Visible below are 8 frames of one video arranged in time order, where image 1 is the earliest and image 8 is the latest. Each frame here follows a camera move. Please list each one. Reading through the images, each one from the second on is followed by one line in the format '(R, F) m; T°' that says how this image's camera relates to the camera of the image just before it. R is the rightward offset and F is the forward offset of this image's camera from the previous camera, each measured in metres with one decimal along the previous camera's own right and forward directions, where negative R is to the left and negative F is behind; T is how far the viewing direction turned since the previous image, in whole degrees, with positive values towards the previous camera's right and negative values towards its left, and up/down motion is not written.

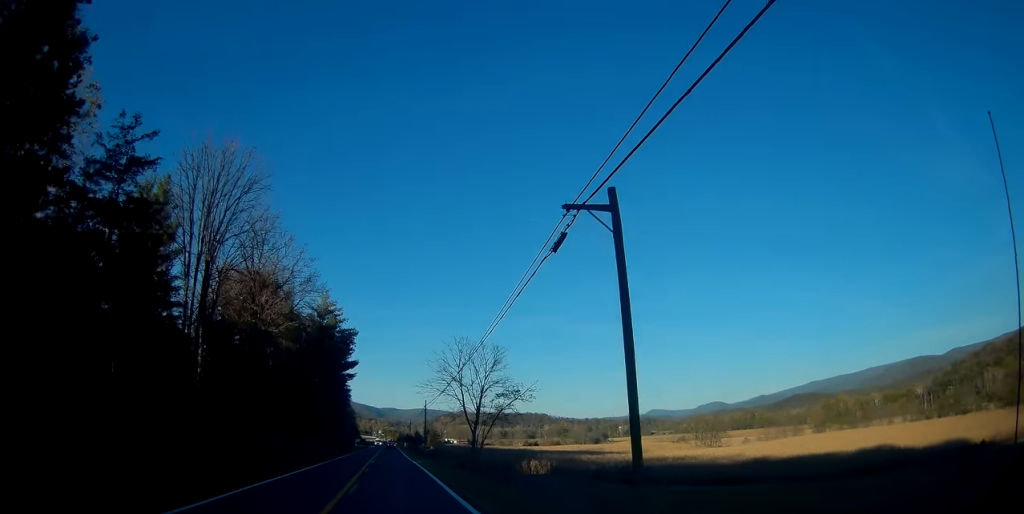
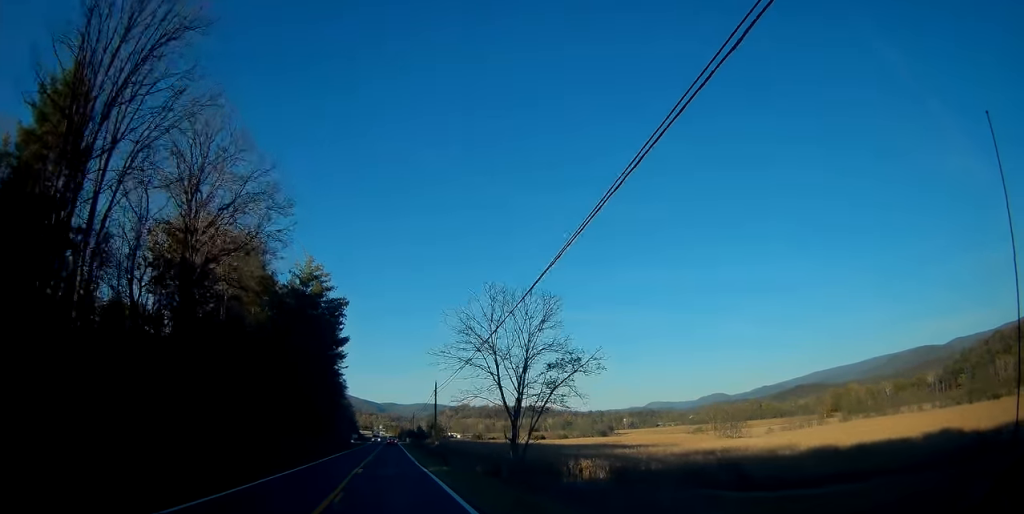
(-0.4, +16.6) m; 0°
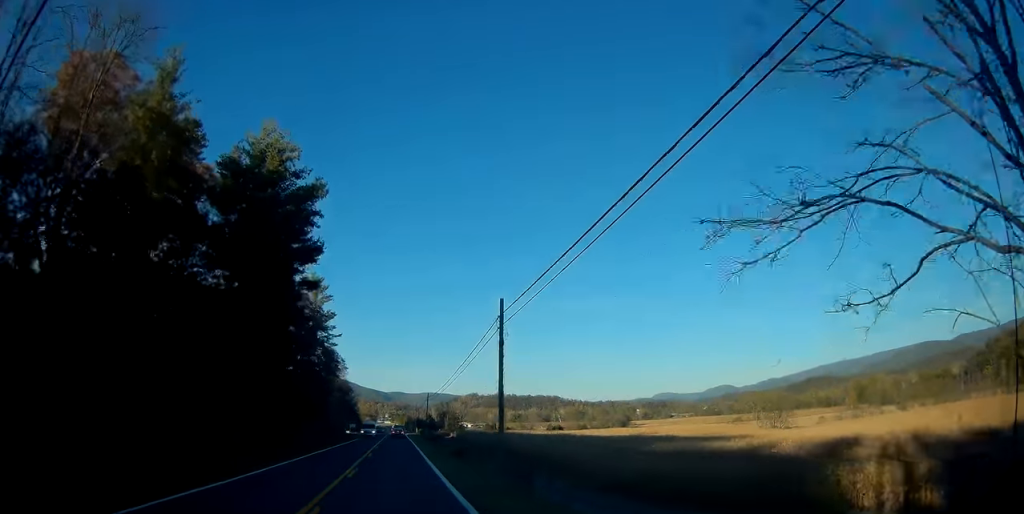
(+0.3, +30.4) m; 0°
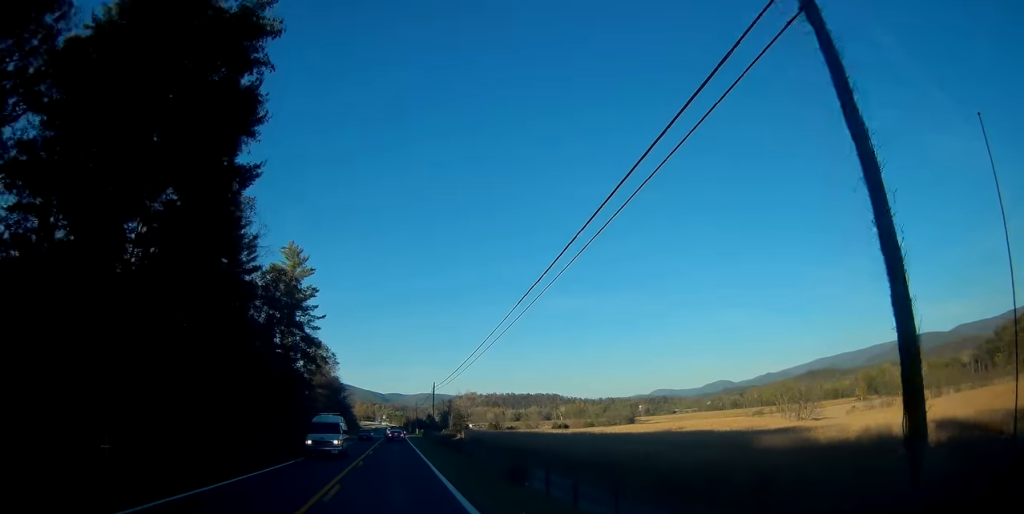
(-0.2, +19.2) m; -1°
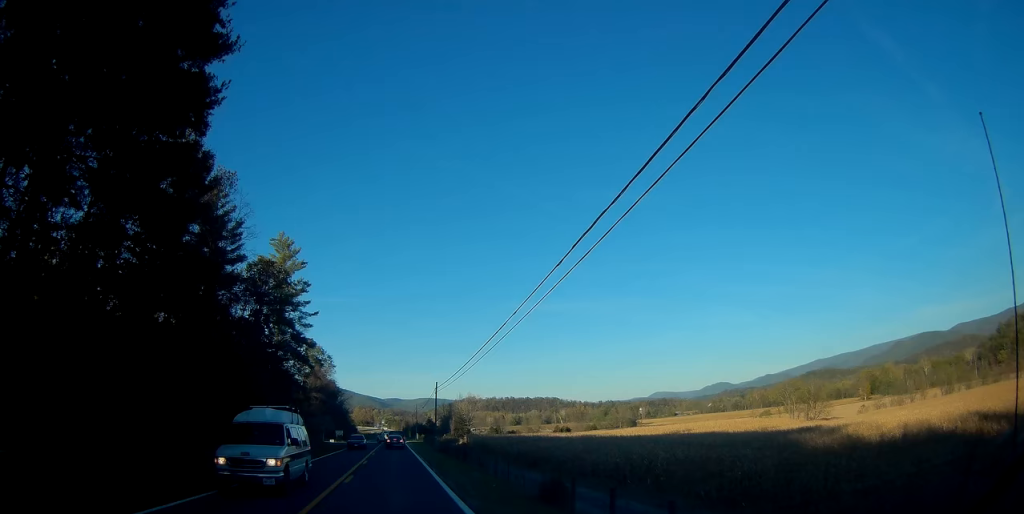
(0.0, +6.3) m; 0°
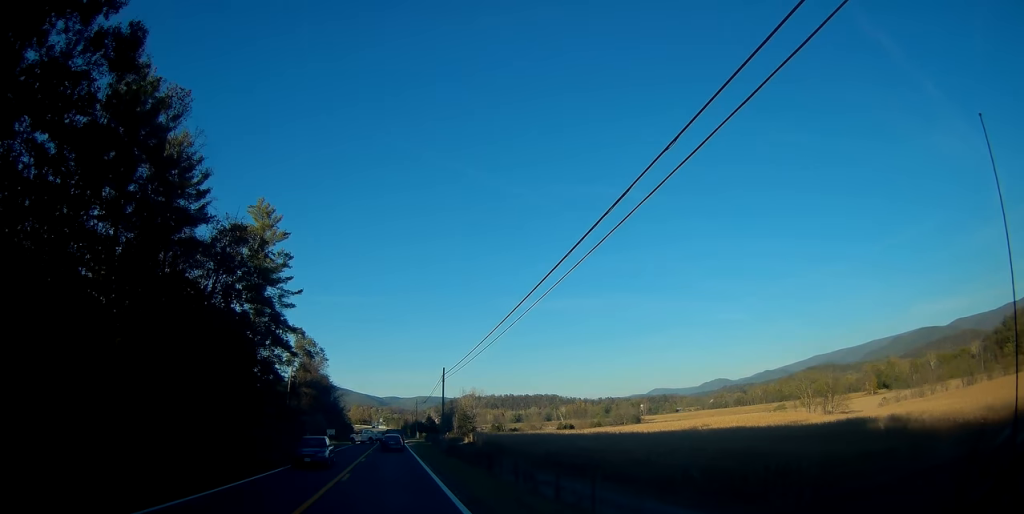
(-0.1, +11.6) m; 0°
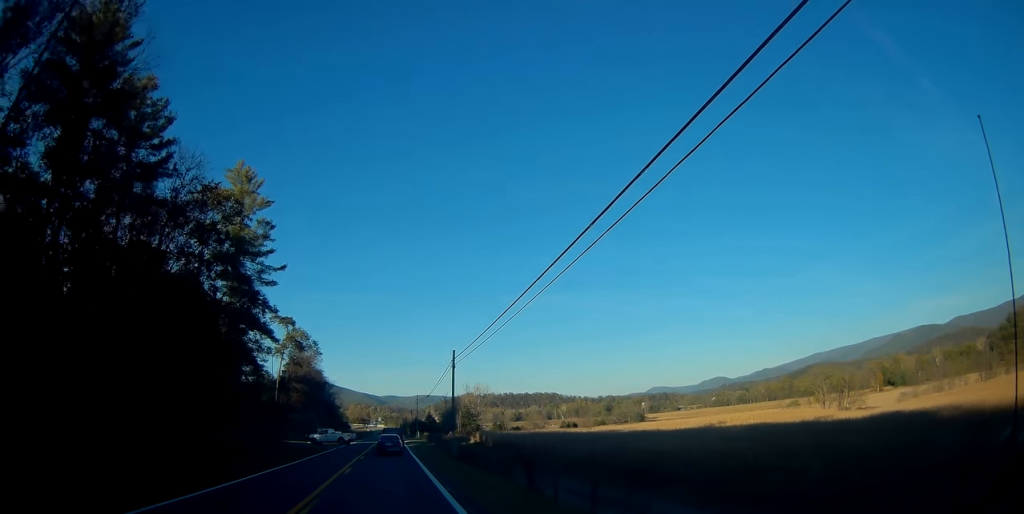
(+0.1, +9.6) m; +2°
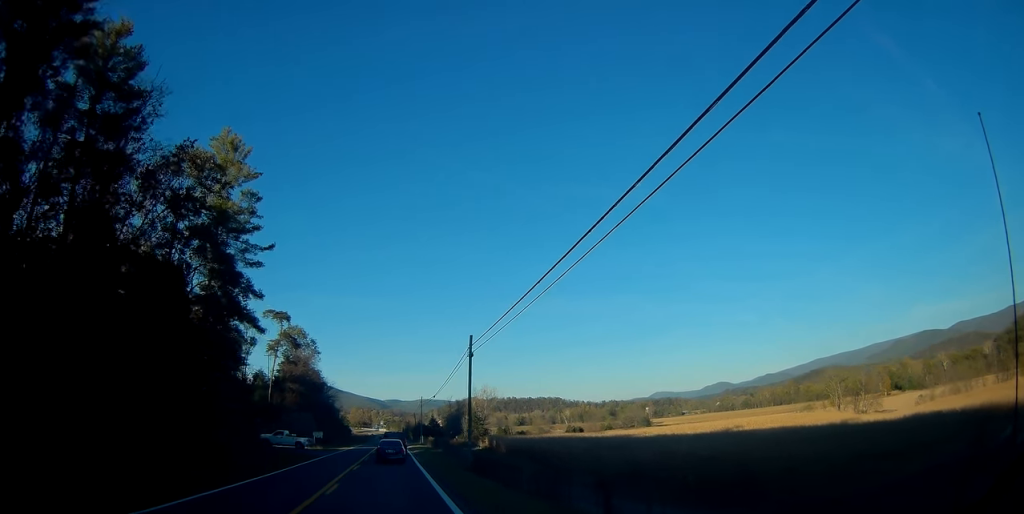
(+0.2, +7.6) m; -1°
